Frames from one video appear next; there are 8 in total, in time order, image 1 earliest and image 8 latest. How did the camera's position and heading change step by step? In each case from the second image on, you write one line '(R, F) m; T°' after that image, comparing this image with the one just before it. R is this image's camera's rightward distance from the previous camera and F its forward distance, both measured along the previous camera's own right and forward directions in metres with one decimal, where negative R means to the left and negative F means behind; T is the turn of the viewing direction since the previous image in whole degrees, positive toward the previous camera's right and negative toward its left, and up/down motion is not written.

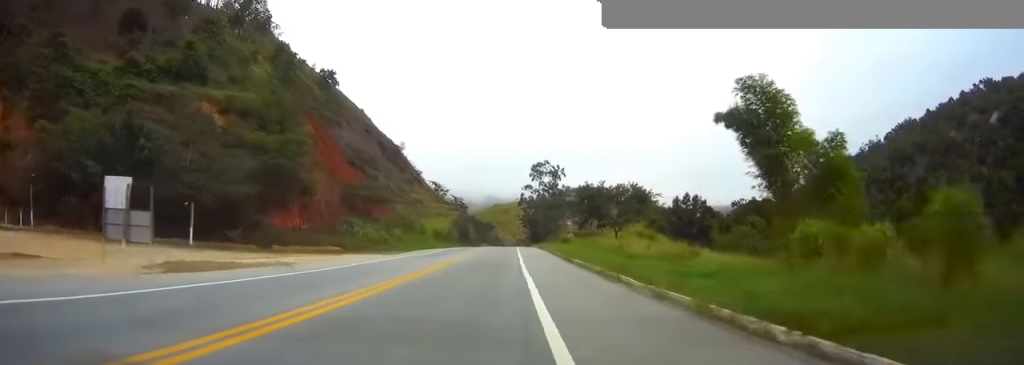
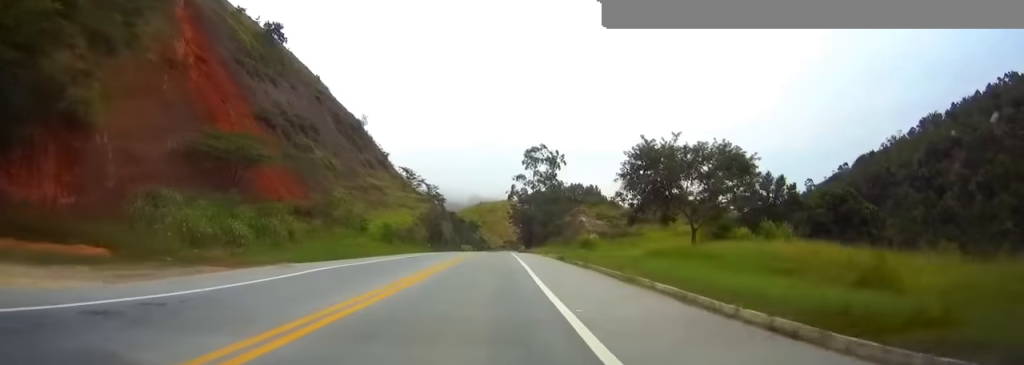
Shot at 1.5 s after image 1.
(+0.5, +39.8) m; +1°
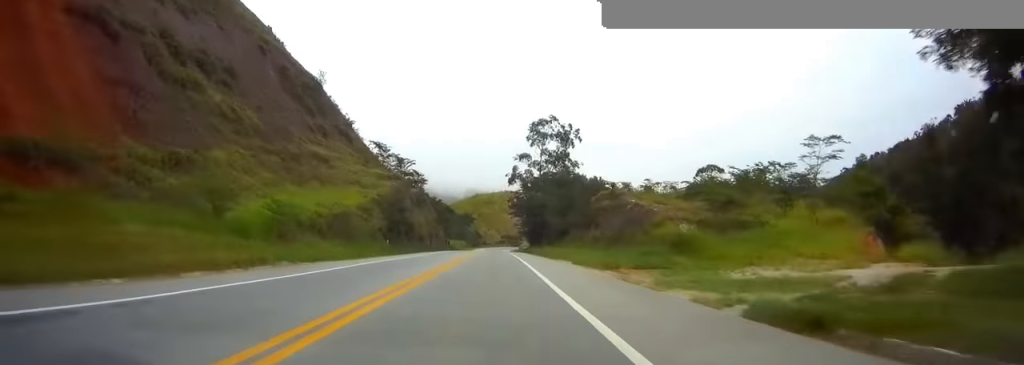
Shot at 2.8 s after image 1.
(0.0, +37.2) m; 0°
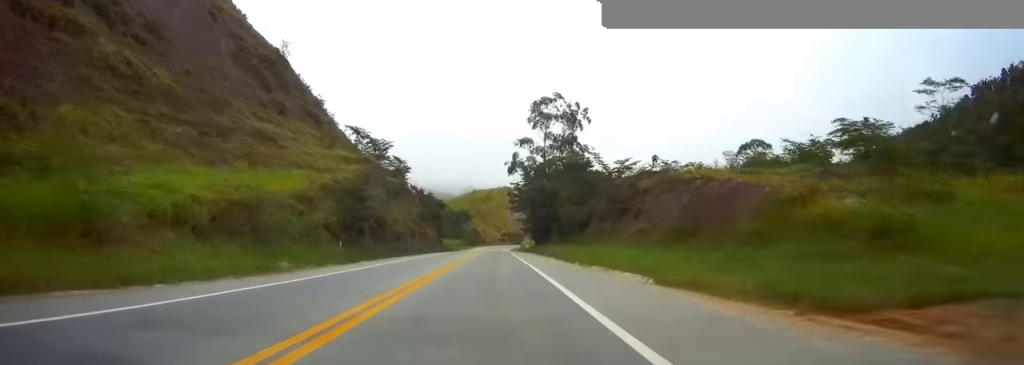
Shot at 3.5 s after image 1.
(0.0, +19.1) m; 0°
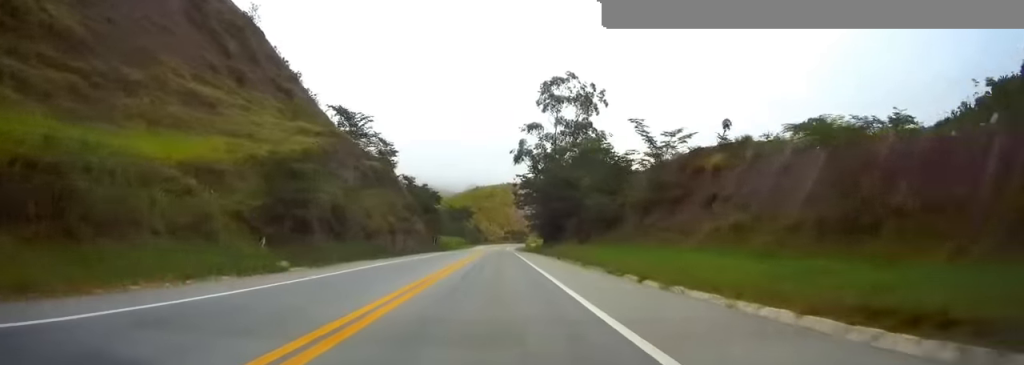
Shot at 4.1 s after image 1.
(0.0, +15.5) m; 0°
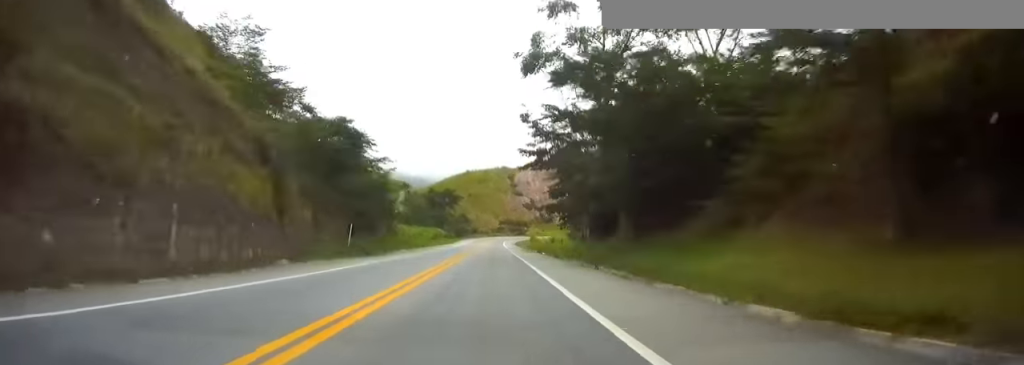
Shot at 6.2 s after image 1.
(+0.5, +57.1) m; +1°
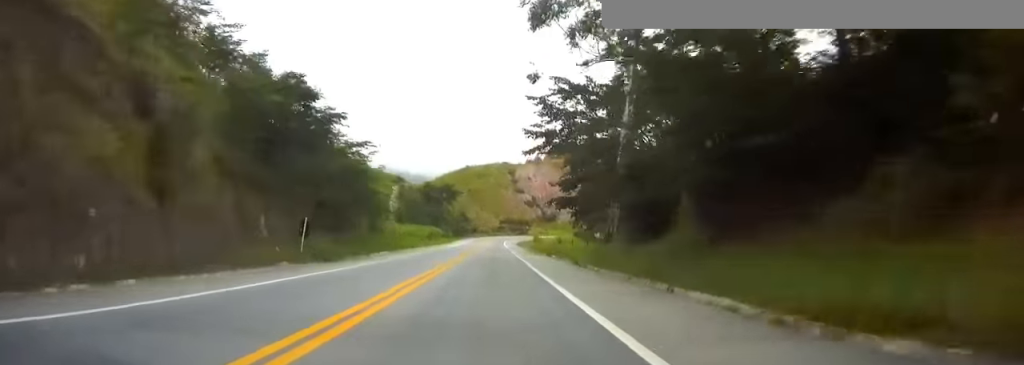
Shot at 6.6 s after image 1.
(0.0, +12.0) m; 0°
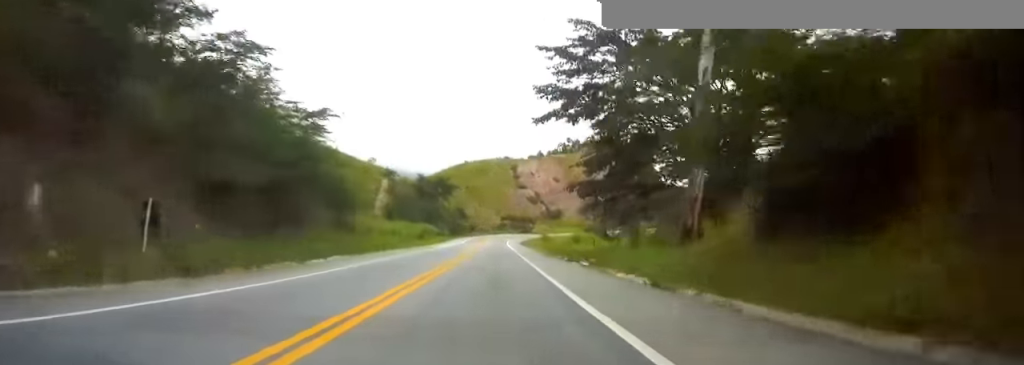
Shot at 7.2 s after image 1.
(0.0, +17.5) m; 0°
